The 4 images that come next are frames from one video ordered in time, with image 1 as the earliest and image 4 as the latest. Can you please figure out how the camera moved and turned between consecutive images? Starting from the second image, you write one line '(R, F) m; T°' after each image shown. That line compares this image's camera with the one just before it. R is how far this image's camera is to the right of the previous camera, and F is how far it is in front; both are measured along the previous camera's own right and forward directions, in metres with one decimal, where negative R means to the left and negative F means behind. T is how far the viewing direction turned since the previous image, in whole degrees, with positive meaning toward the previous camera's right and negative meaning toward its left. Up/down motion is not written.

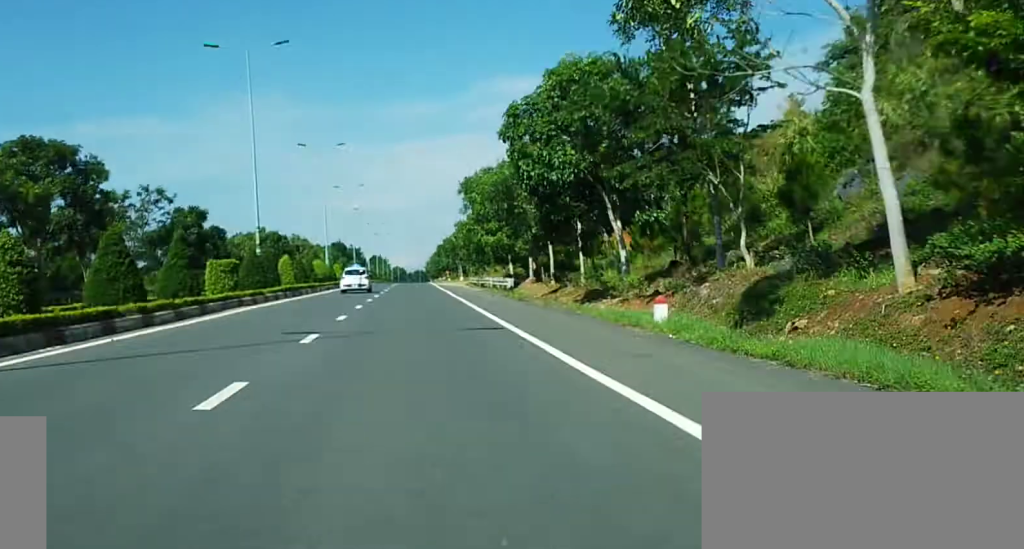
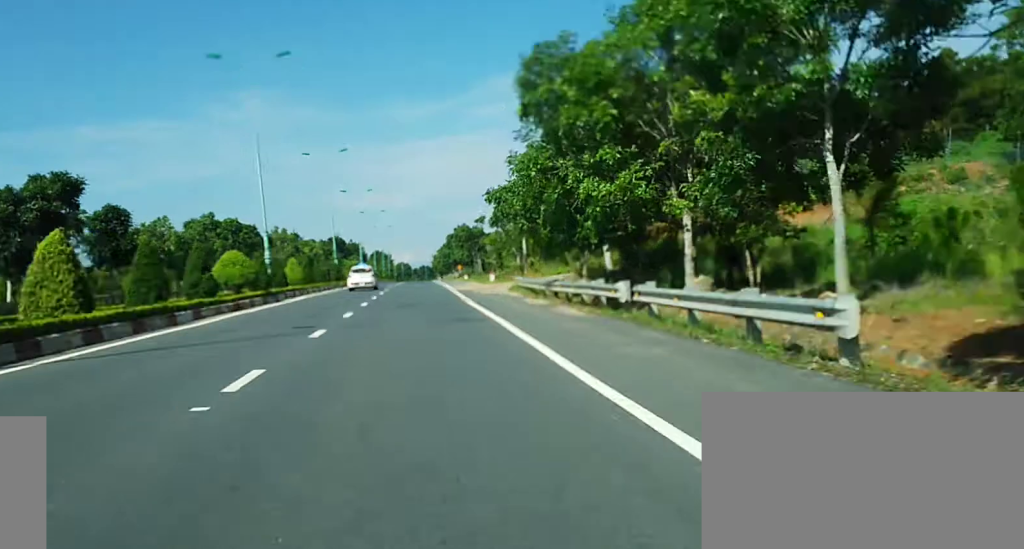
(+0.3, +38.3) m; 0°
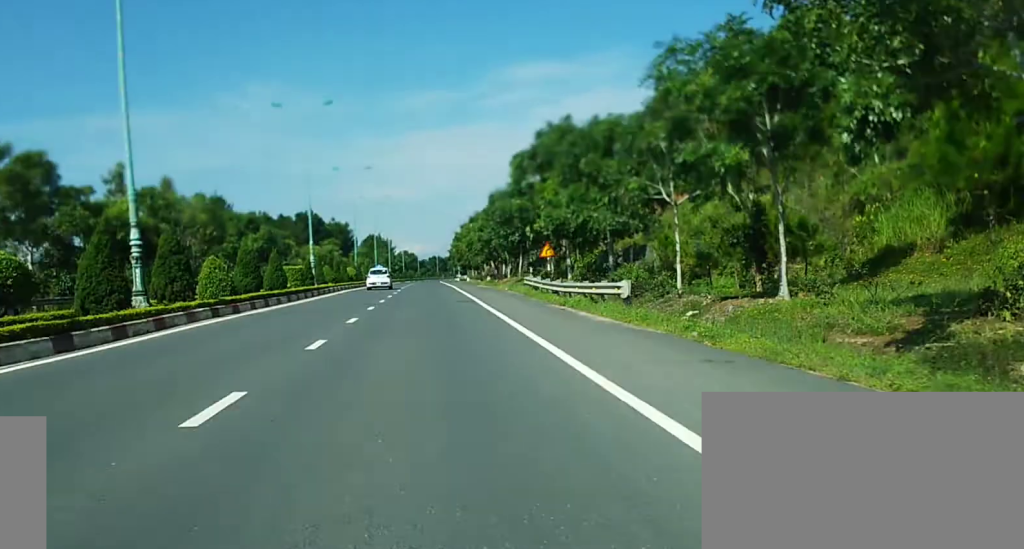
(-2.0, +107.2) m; -1°
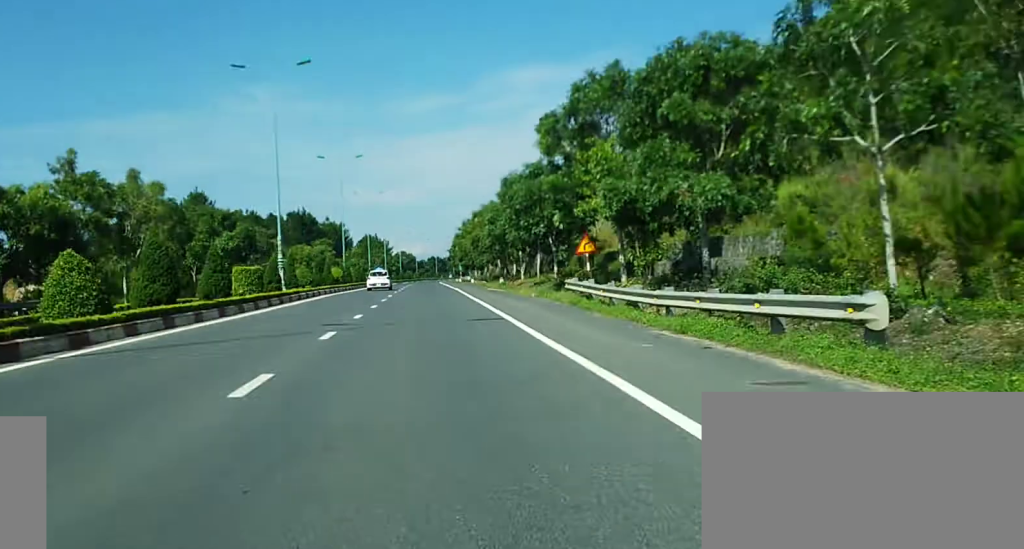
(+0.1, +11.5) m; 0°
